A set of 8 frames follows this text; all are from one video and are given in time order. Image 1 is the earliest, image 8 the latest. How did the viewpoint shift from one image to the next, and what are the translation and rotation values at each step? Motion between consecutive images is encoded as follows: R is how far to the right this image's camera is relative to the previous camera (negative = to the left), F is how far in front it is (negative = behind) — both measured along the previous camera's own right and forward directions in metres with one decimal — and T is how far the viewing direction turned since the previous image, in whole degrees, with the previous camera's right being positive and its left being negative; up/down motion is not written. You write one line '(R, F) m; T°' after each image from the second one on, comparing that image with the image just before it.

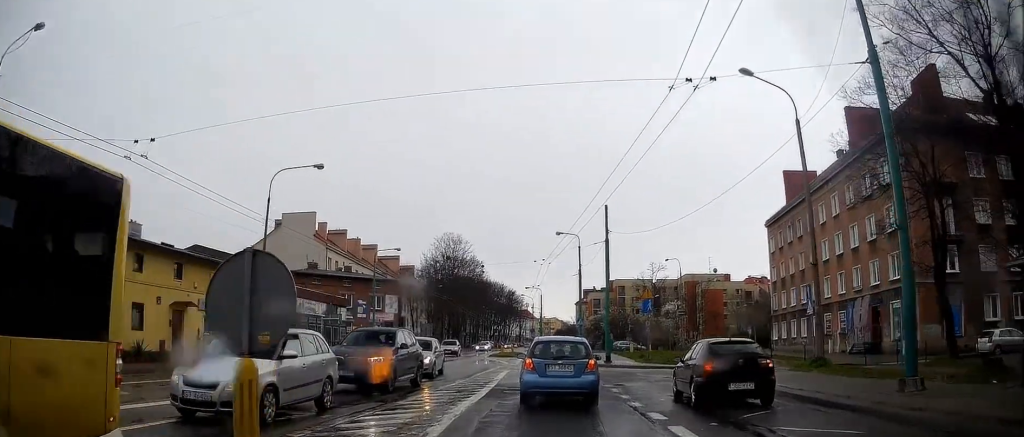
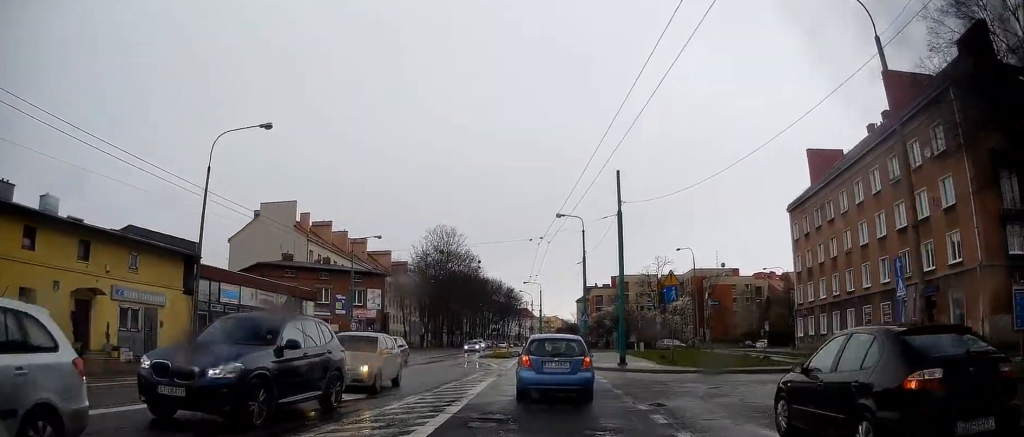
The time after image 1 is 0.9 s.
(0.0, +7.5) m; 0°
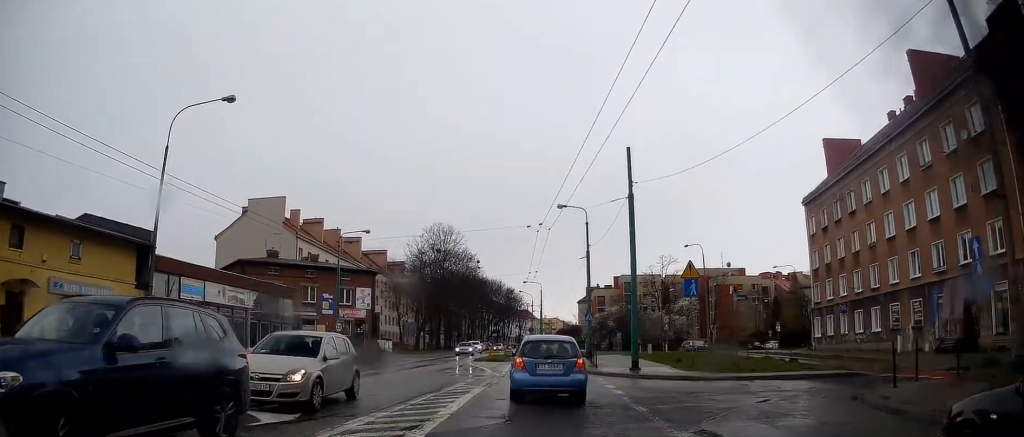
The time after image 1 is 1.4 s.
(0.0, +4.2) m; 0°
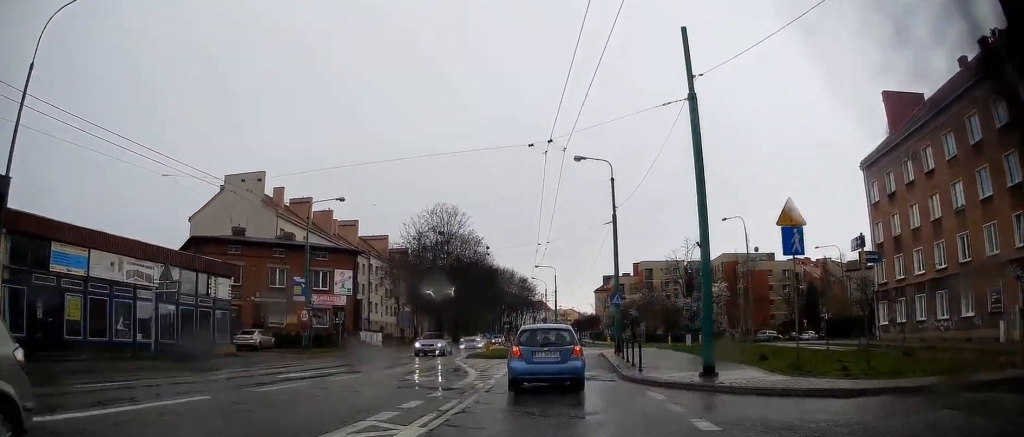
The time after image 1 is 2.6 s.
(+0.1, +10.3) m; 0°
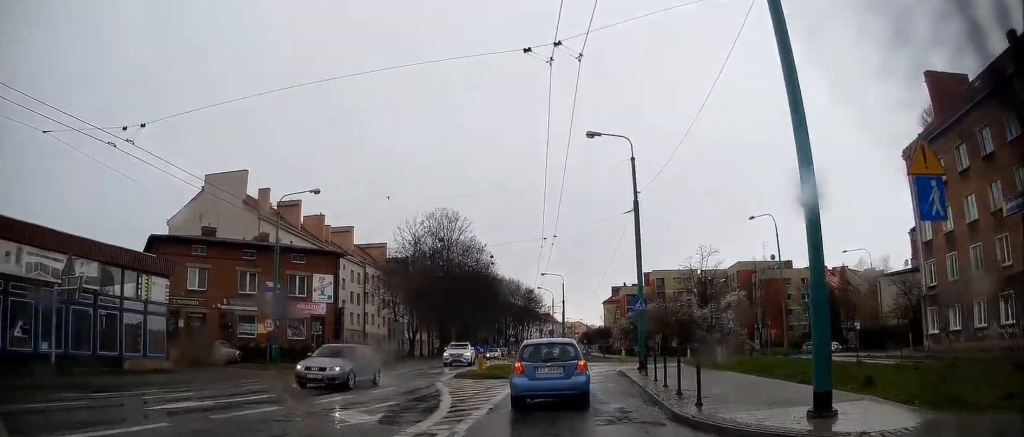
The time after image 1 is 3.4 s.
(0.0, +6.3) m; -1°
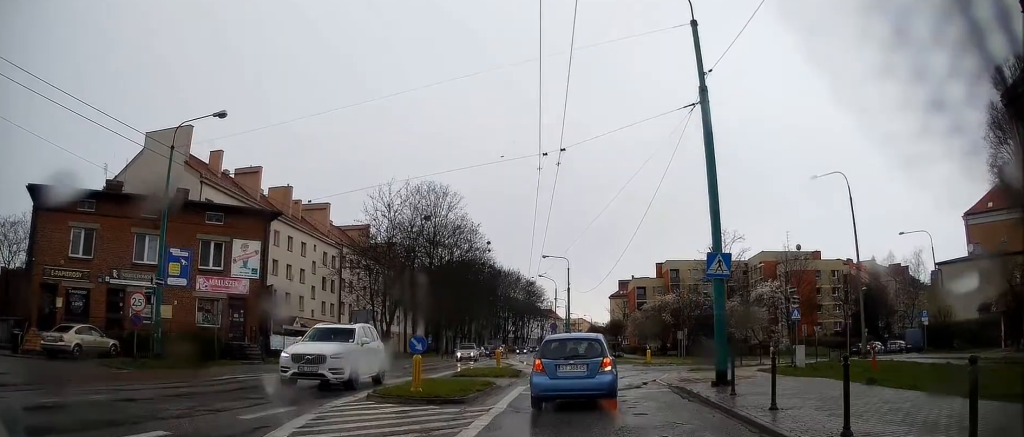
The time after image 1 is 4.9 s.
(0.0, +12.5) m; -1°
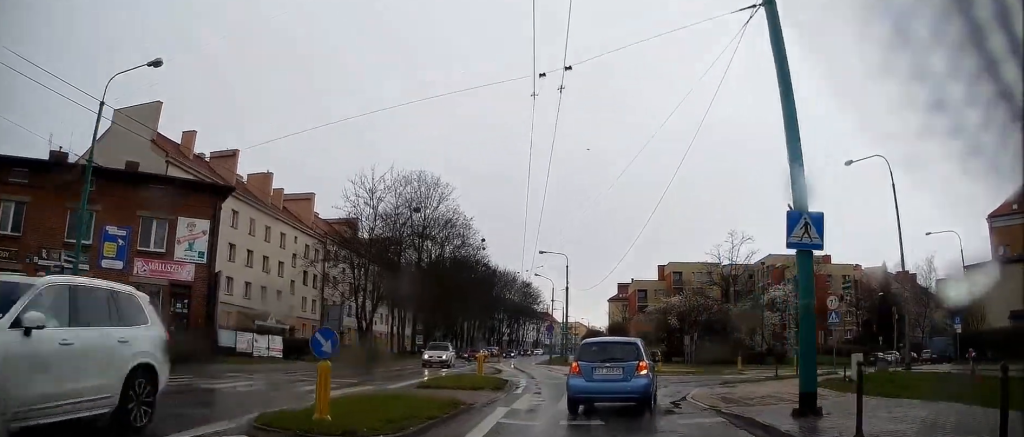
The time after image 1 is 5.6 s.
(+0.1, +5.6) m; -1°
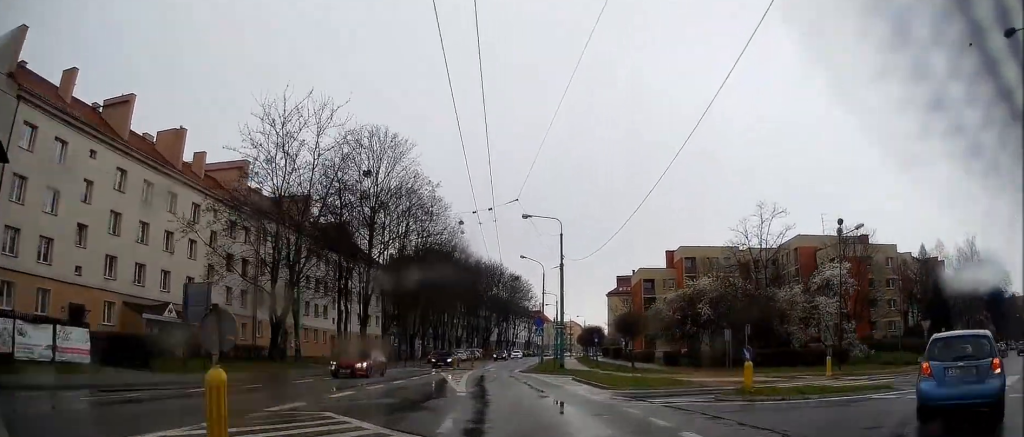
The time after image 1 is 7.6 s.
(0.0, +16.7) m; +1°
